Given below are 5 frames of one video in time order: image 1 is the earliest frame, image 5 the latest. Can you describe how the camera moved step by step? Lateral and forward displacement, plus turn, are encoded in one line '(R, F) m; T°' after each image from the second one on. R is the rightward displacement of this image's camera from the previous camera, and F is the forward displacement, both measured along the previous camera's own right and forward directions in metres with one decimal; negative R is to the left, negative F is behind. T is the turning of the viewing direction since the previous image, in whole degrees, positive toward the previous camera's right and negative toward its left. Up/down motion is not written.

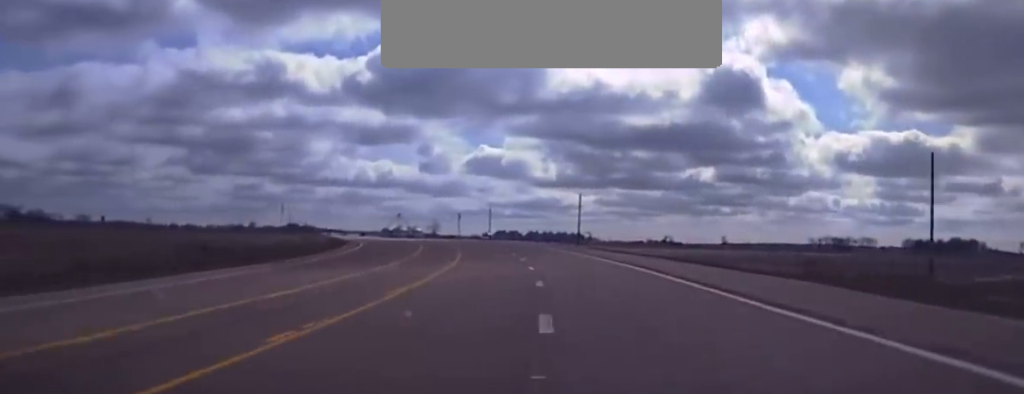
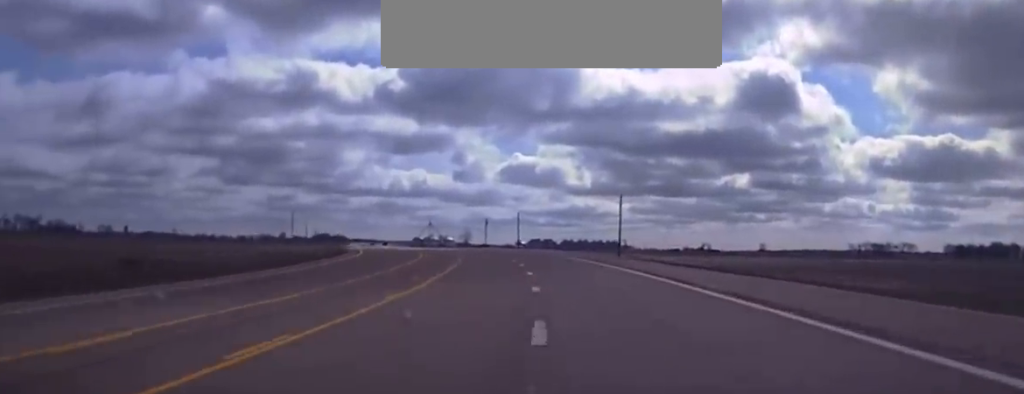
(0.0, +25.6) m; -2°
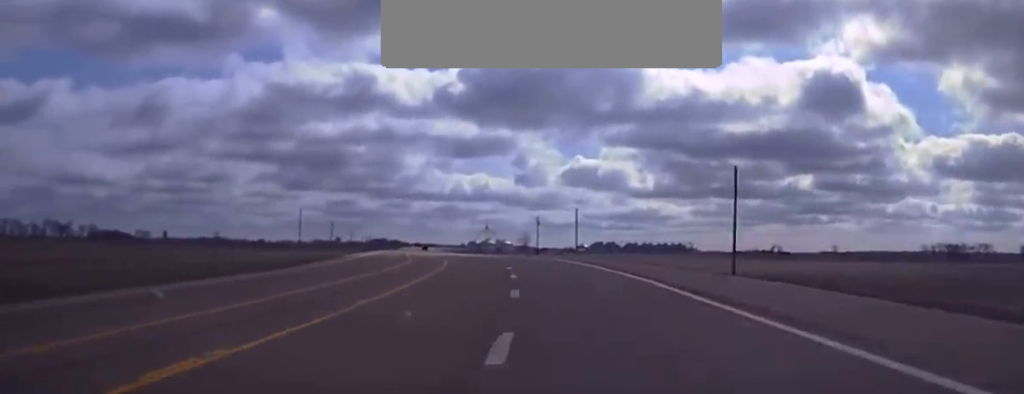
(-2.4, +55.8) m; -3°
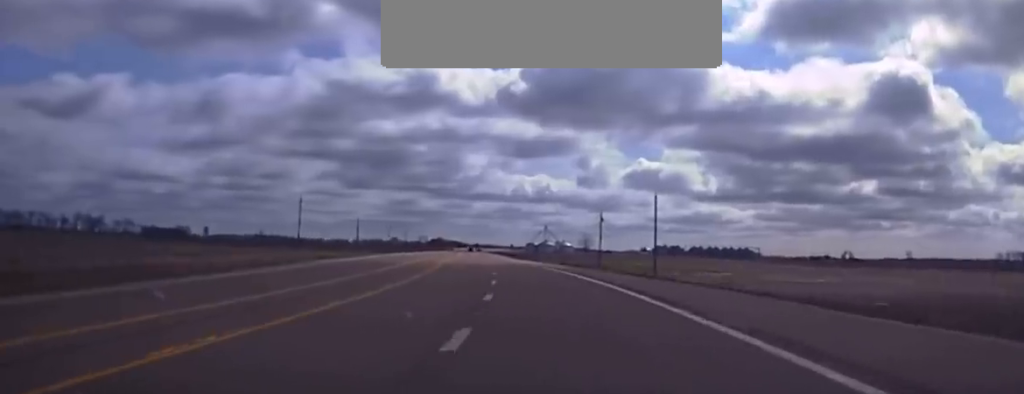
(-0.8, +48.8) m; -5°
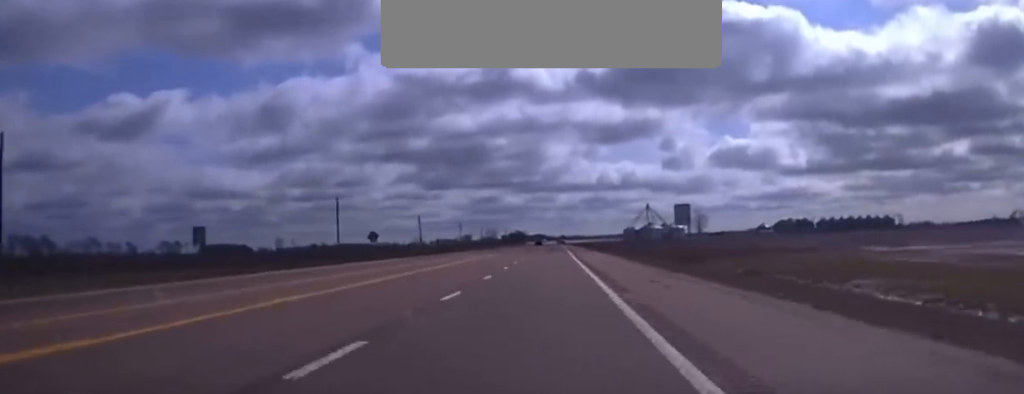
(-20.0, +207.7) m; -6°
